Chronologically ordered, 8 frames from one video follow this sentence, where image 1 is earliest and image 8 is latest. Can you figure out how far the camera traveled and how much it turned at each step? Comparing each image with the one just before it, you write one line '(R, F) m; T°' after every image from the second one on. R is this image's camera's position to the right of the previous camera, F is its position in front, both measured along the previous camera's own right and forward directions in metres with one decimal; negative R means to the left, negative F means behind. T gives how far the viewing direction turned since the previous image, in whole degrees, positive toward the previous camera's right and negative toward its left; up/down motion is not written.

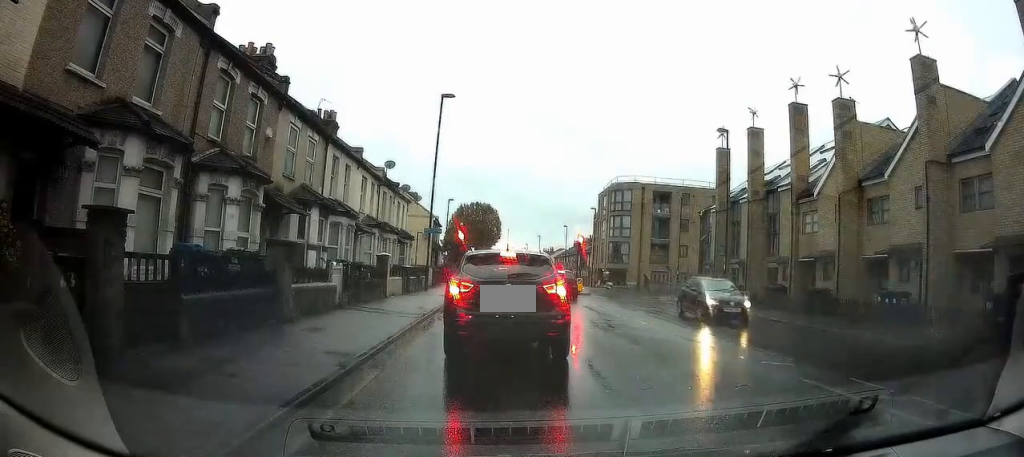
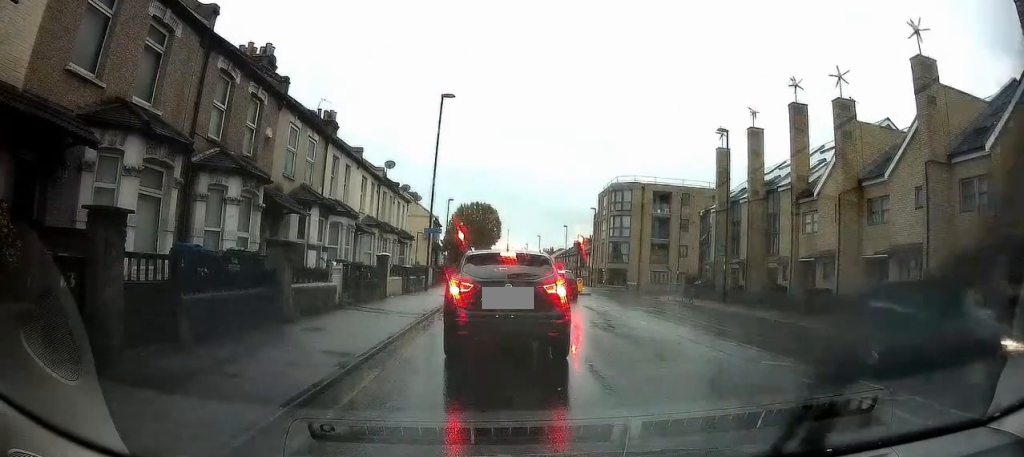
(0.0, 0.0) m; 0°
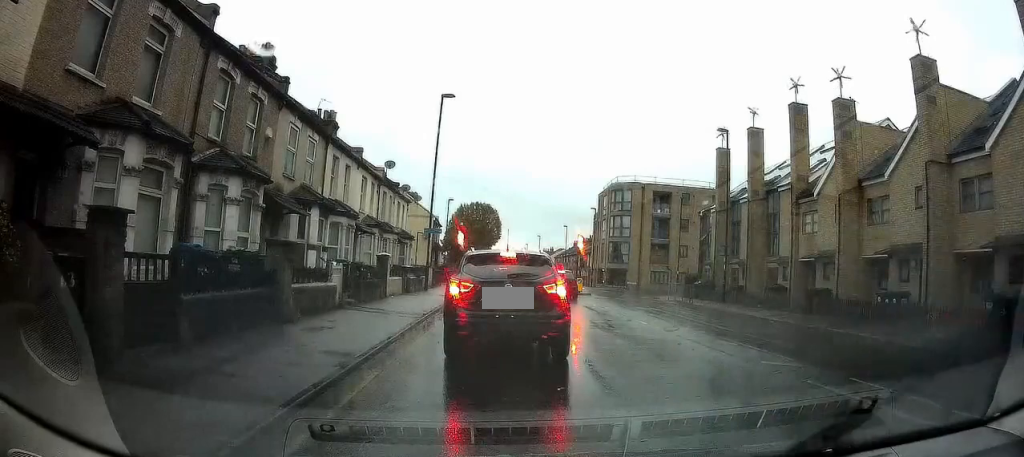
(0.0, 0.0) m; 0°
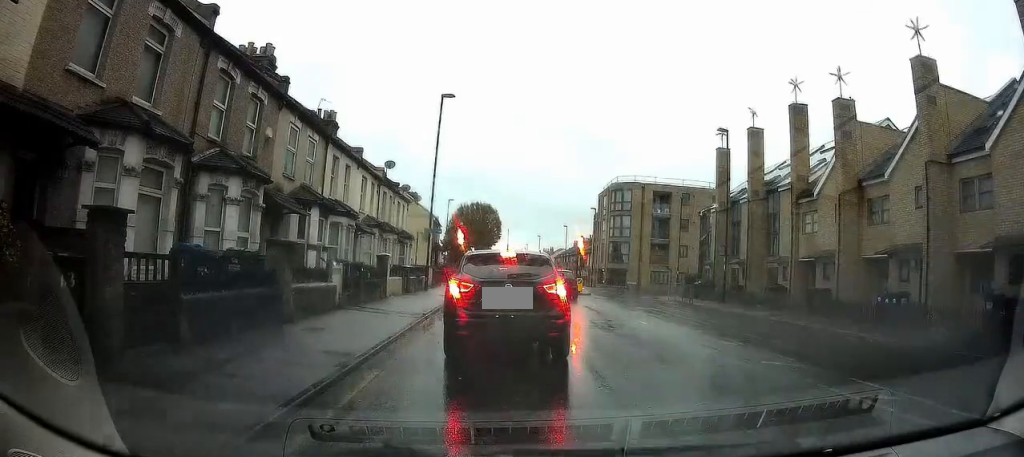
(0.0, 0.0) m; 0°
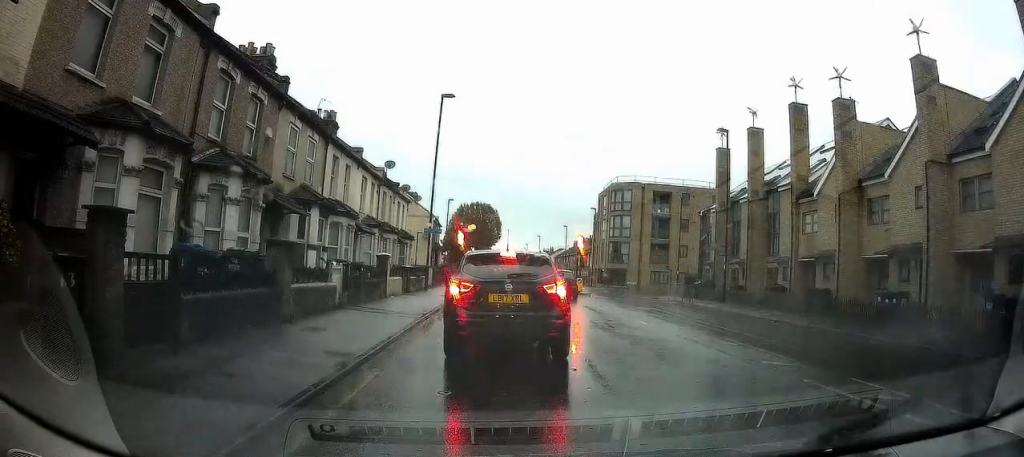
(0.0, 0.0) m; 0°
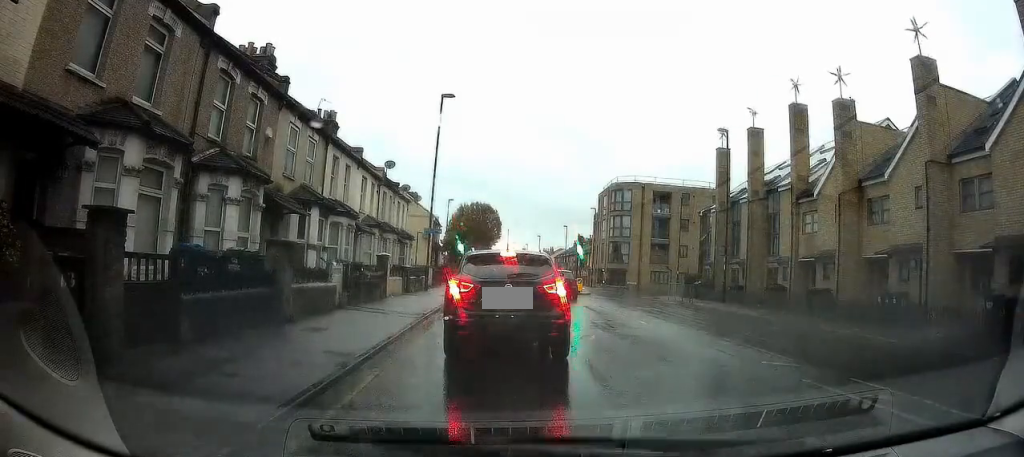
(0.0, 0.0) m; 0°
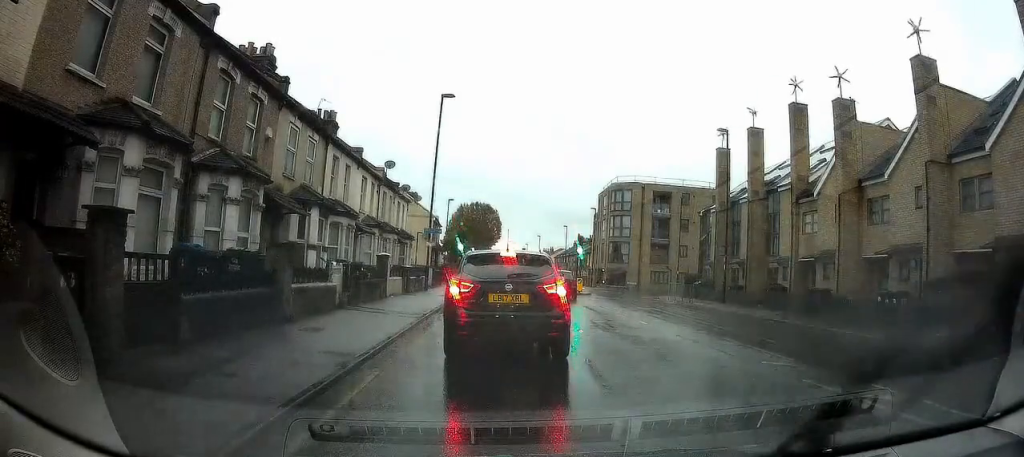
(0.0, 0.0) m; 0°
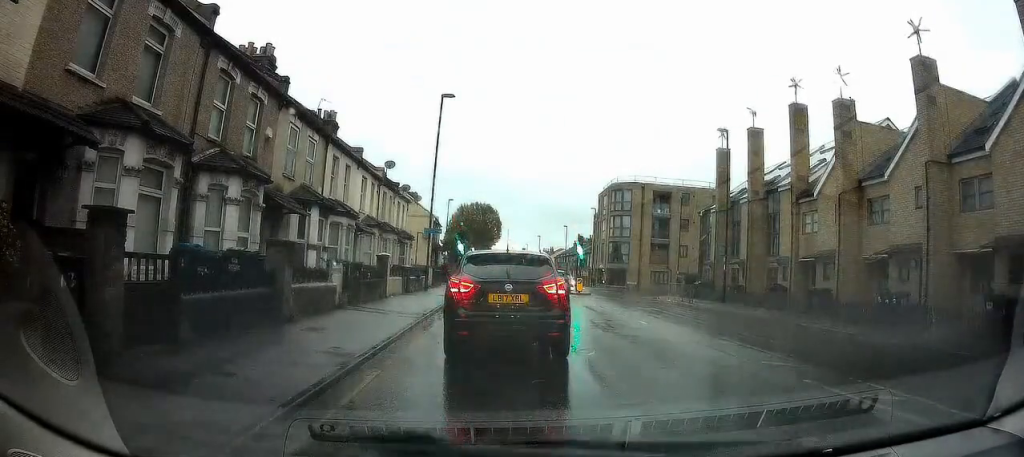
(0.0, 0.0) m; 0°
